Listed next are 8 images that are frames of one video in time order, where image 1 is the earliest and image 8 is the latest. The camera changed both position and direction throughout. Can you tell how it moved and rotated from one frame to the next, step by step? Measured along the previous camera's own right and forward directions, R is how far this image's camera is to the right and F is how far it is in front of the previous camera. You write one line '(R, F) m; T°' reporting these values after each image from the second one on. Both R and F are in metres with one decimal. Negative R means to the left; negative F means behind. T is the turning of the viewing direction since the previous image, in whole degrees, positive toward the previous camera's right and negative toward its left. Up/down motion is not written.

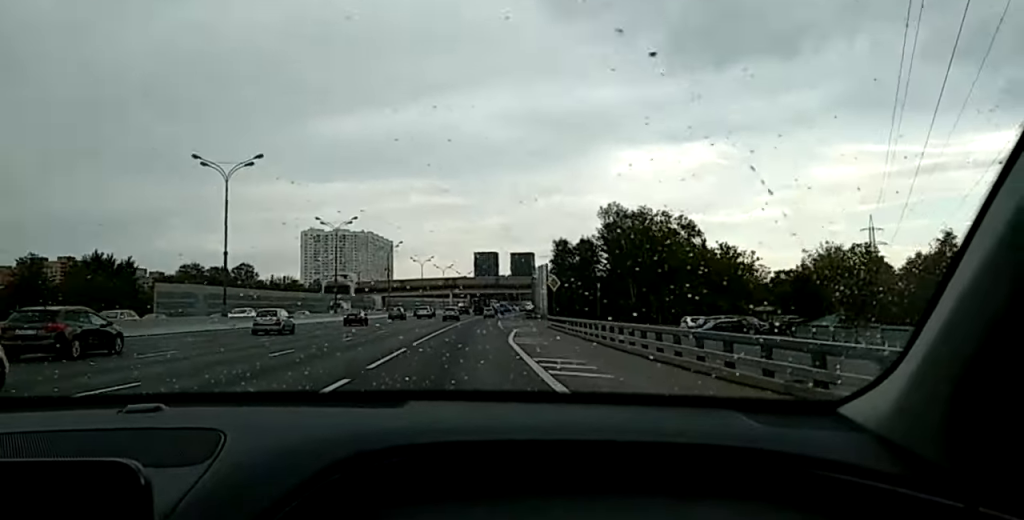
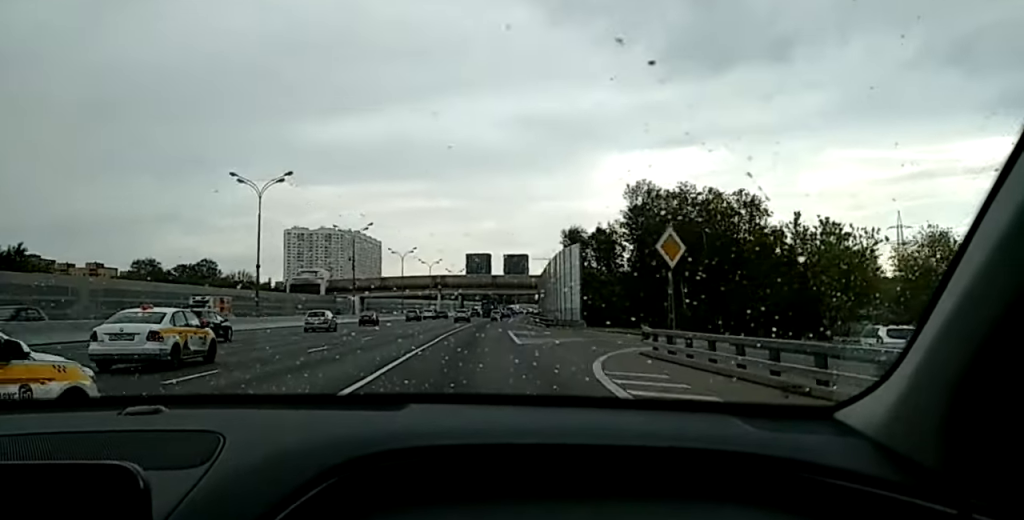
(+0.6, +33.5) m; +2°
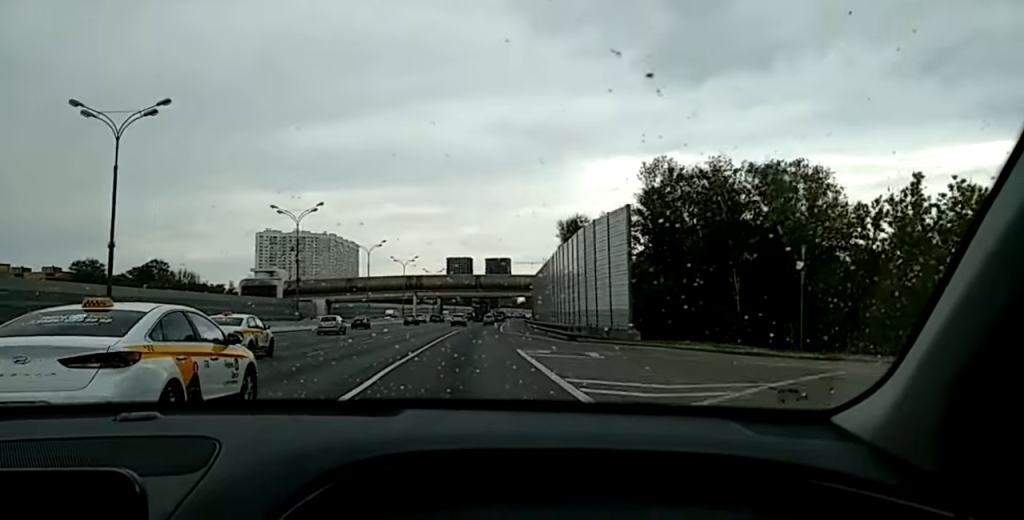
(0.0, +23.9) m; +1°
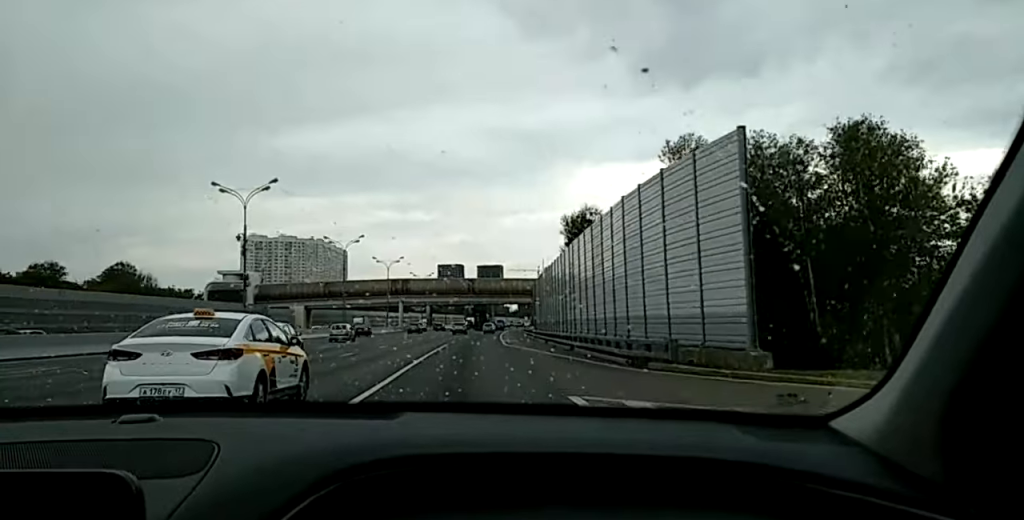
(0.0, +16.8) m; +1°
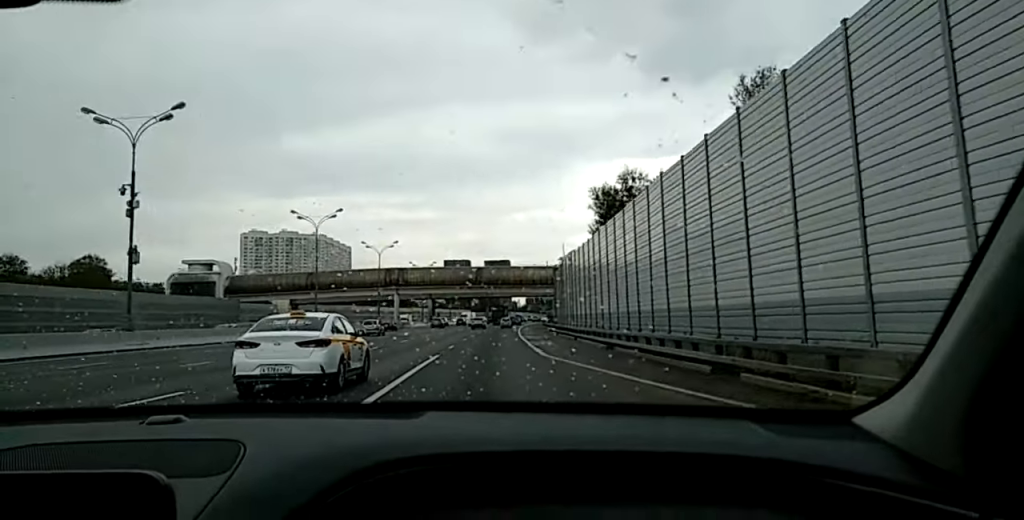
(+0.5, +22.3) m; +1°
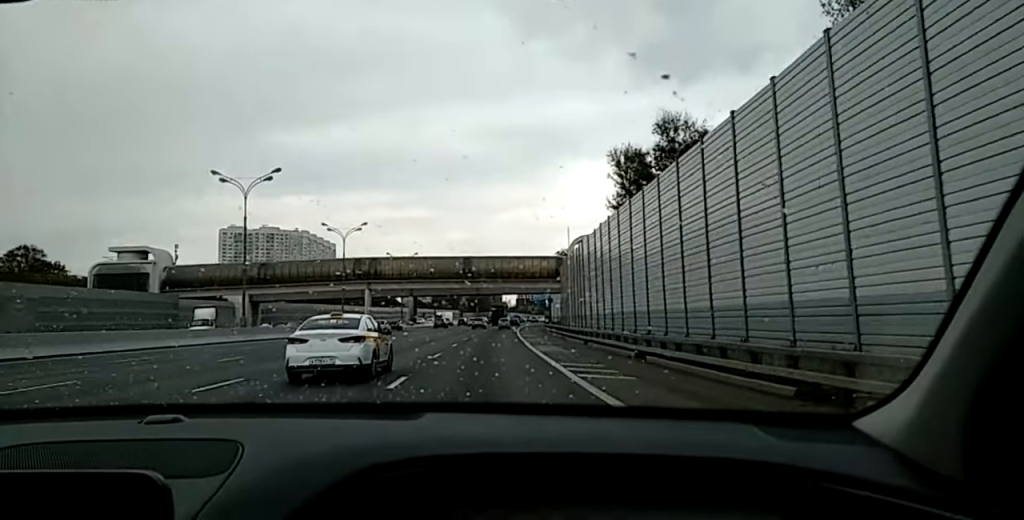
(0.0, +21.0) m; +1°
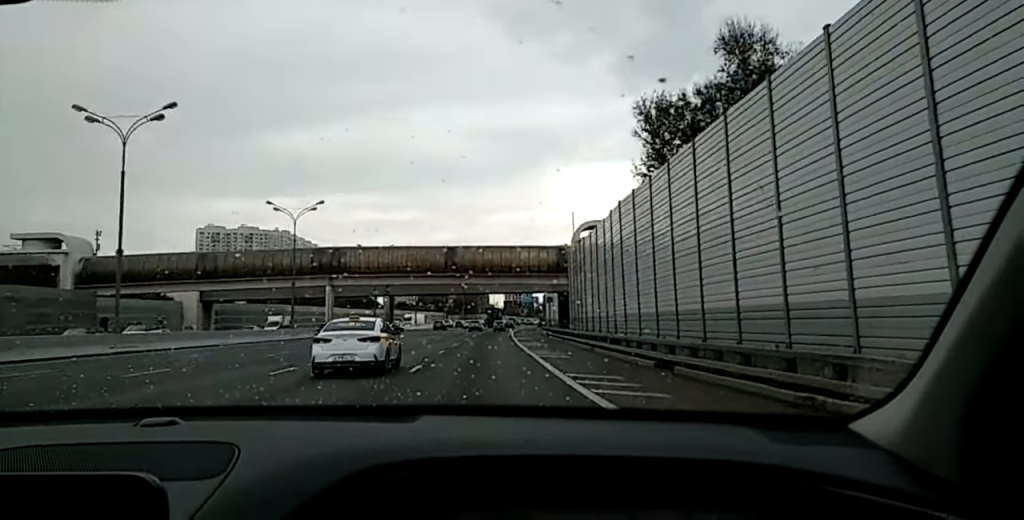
(+0.4, +19.4) m; +1°
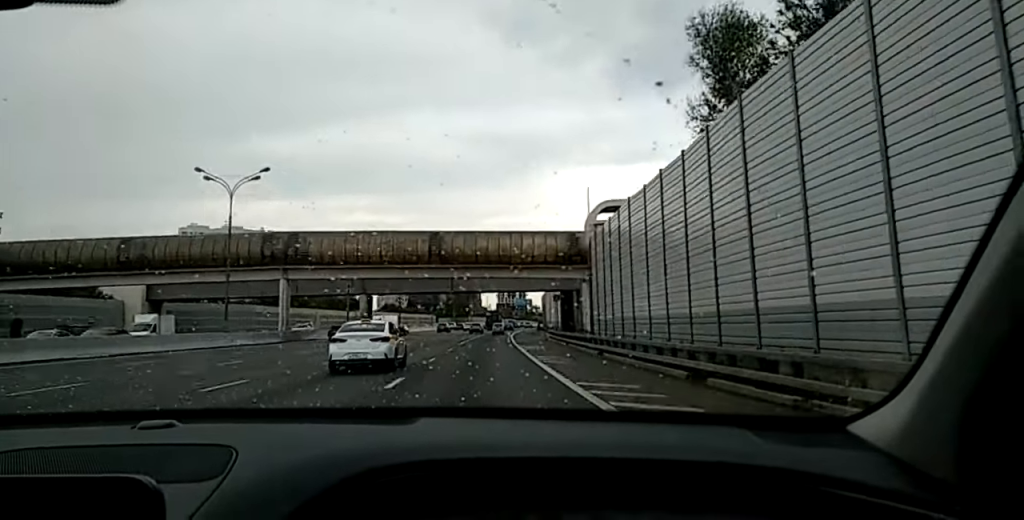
(+0.1, +16.7) m; +1°
